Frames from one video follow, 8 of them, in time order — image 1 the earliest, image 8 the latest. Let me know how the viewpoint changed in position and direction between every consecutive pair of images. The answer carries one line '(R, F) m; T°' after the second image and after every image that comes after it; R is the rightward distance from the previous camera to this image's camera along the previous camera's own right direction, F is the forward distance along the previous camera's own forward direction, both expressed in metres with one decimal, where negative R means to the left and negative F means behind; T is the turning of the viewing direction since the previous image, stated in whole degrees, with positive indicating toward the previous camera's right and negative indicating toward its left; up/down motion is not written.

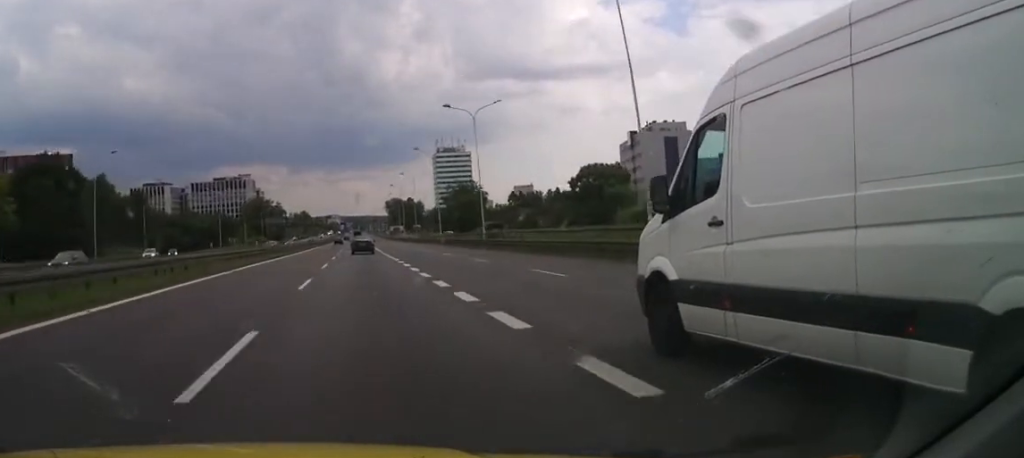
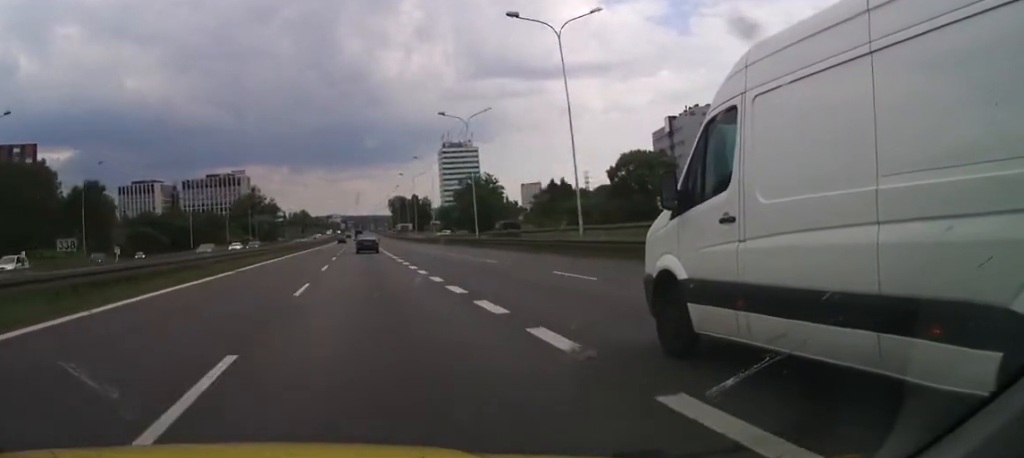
(+0.1, +25.5) m; 0°
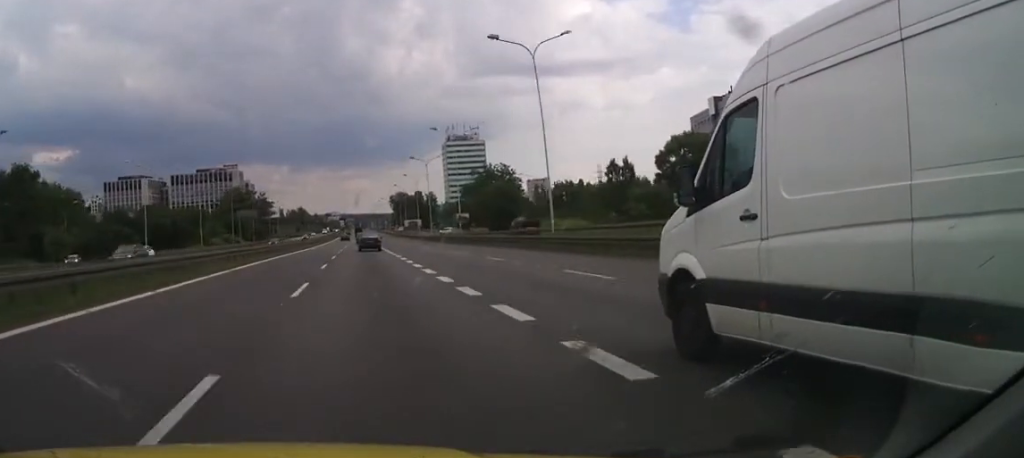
(-0.1, +24.9) m; 0°
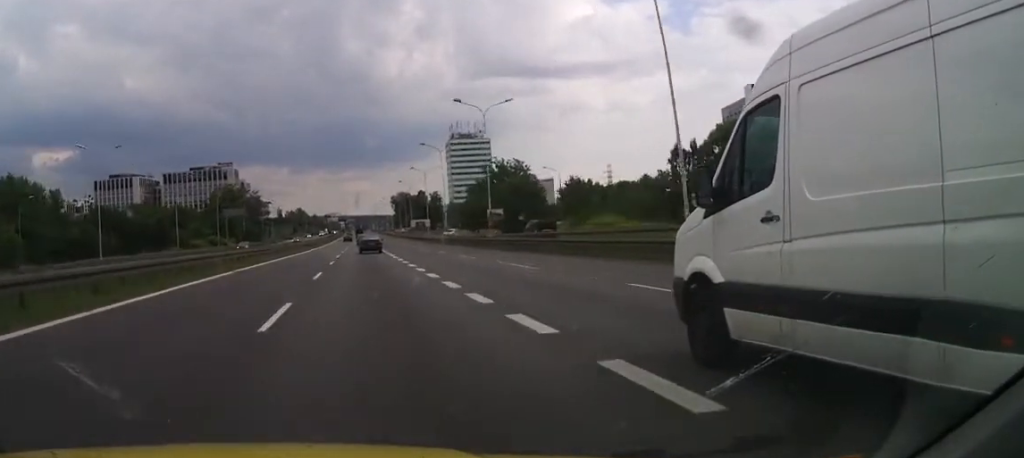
(-0.2, +16.6) m; 0°
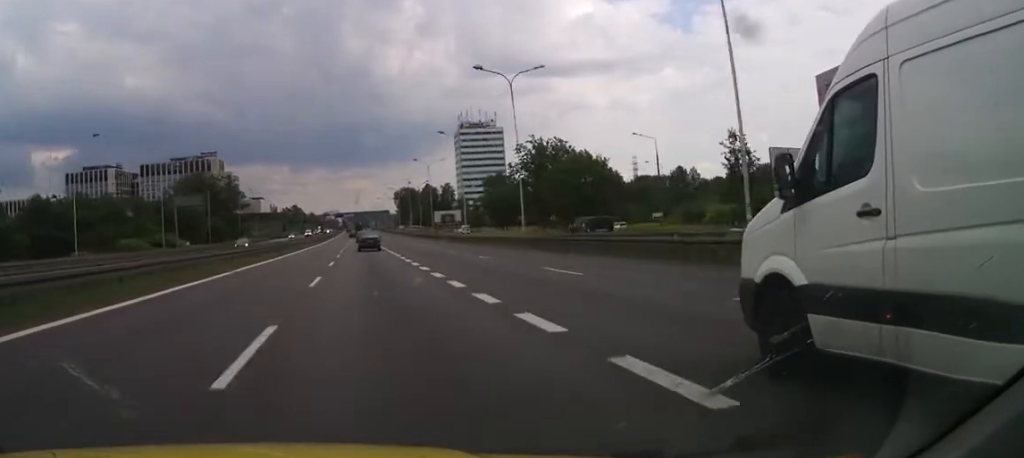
(+0.3, +39.2) m; 0°
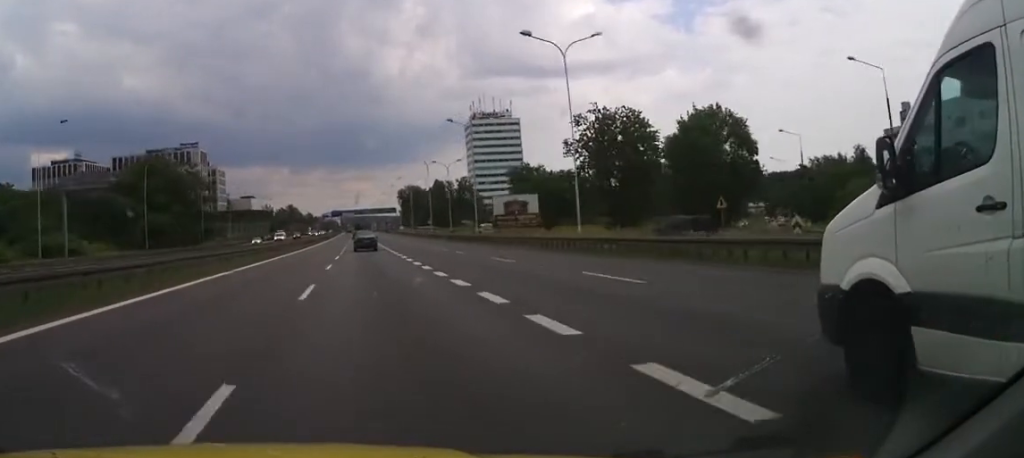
(+0.1, +39.4) m; 0°
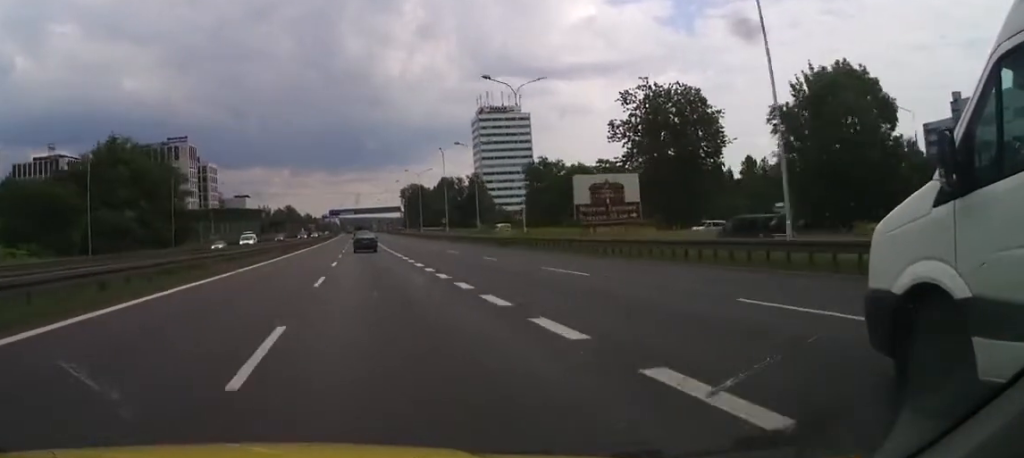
(-0.2, +19.8) m; 0°
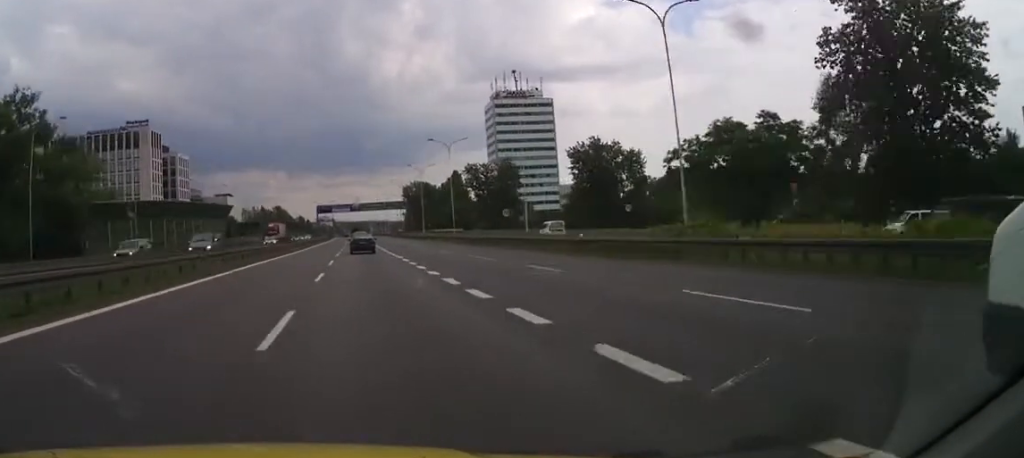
(+0.2, +45.5) m; 0°
